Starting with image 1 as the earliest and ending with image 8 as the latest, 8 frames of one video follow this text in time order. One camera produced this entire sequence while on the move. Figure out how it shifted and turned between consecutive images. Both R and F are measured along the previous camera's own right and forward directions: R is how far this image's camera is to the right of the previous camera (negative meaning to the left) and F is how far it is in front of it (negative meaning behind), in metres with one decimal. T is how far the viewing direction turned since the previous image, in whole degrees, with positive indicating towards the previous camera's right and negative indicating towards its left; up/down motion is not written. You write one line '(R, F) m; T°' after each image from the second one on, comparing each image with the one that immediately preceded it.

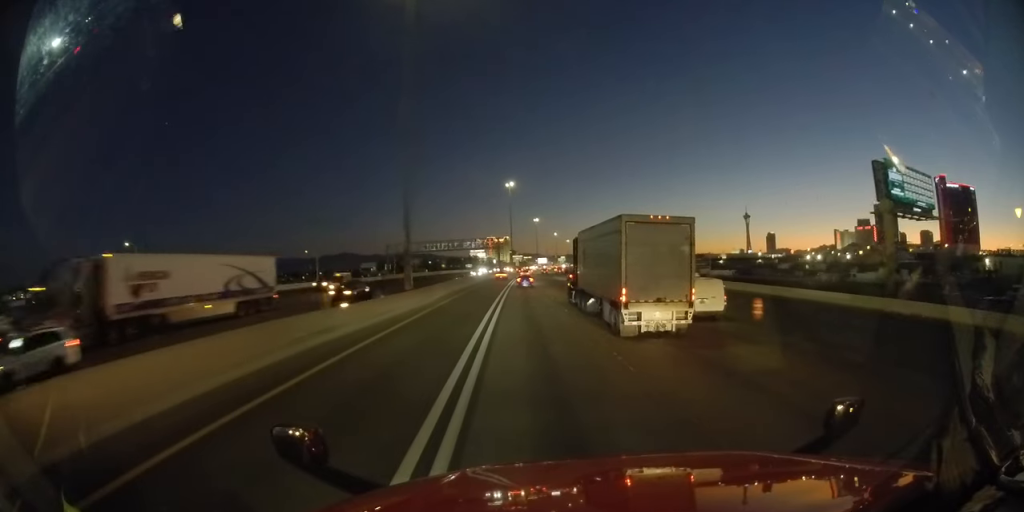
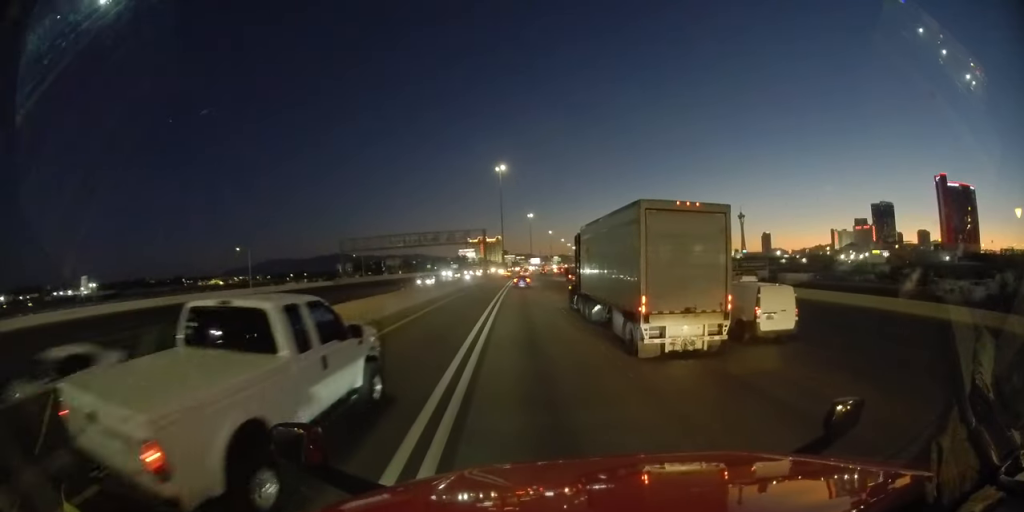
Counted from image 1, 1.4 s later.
(+0.1, +25.8) m; +1°
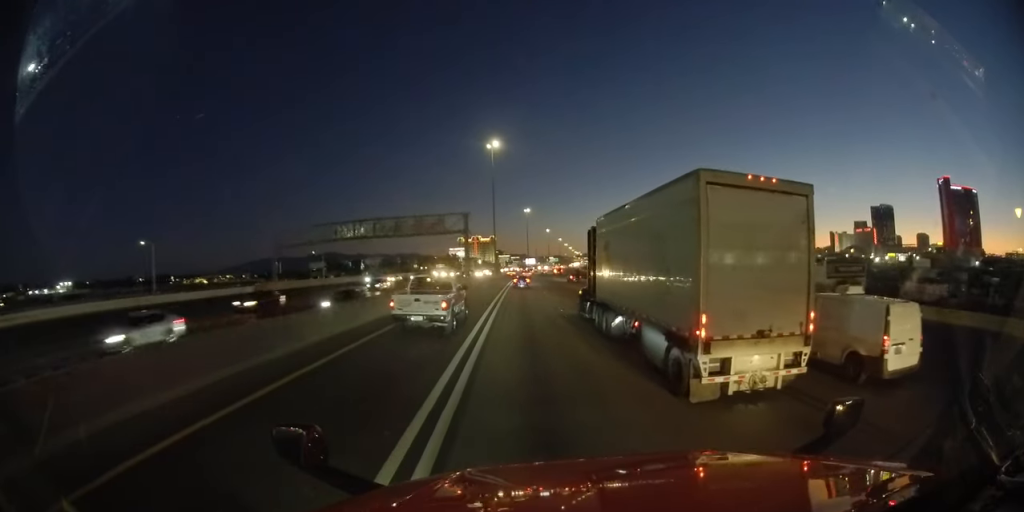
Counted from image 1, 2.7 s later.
(+0.4, +24.7) m; +1°
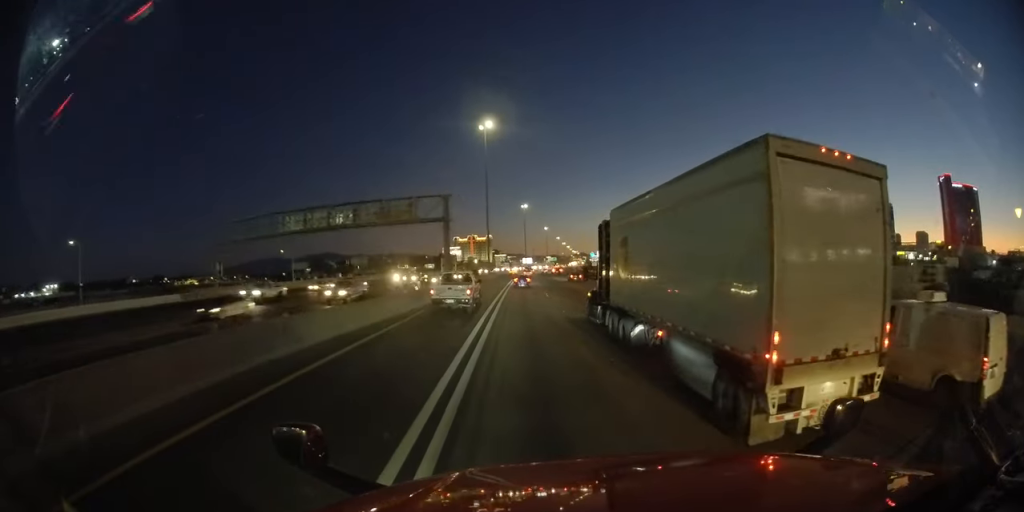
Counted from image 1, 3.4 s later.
(+0.1, +13.9) m; +1°
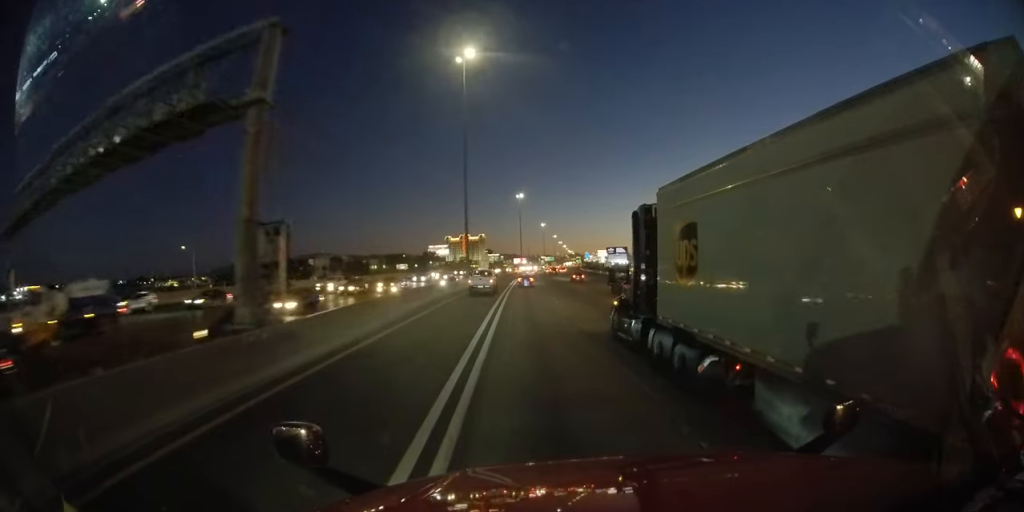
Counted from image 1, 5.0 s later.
(+0.5, +30.6) m; +3°
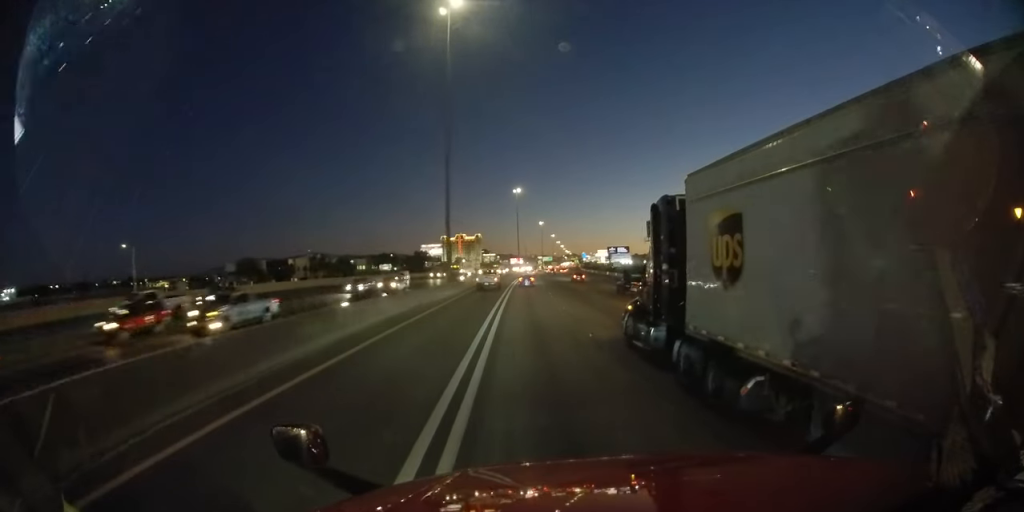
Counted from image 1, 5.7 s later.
(+0.2, +13.1) m; +1°
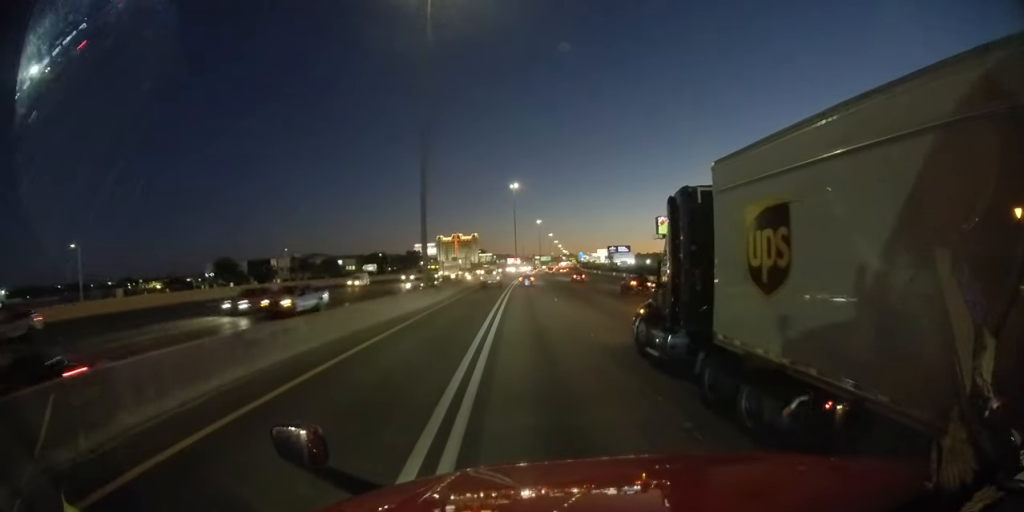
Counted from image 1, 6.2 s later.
(+0.2, +9.8) m; 0°
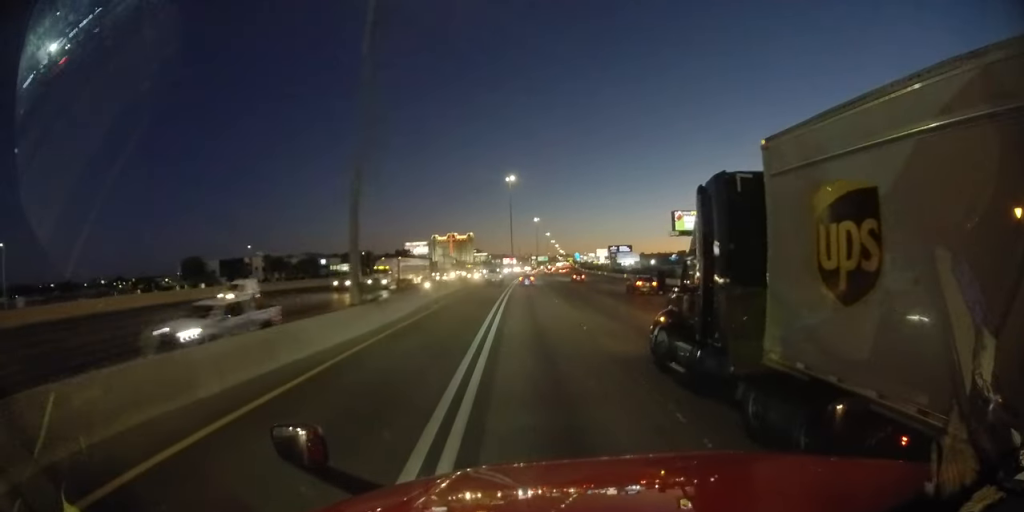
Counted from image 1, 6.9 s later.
(-0.2, +13.3) m; -1°
